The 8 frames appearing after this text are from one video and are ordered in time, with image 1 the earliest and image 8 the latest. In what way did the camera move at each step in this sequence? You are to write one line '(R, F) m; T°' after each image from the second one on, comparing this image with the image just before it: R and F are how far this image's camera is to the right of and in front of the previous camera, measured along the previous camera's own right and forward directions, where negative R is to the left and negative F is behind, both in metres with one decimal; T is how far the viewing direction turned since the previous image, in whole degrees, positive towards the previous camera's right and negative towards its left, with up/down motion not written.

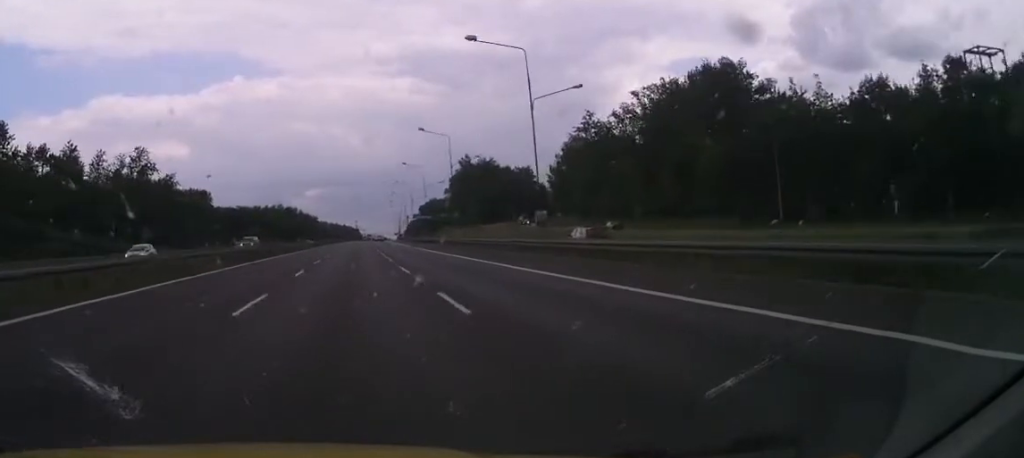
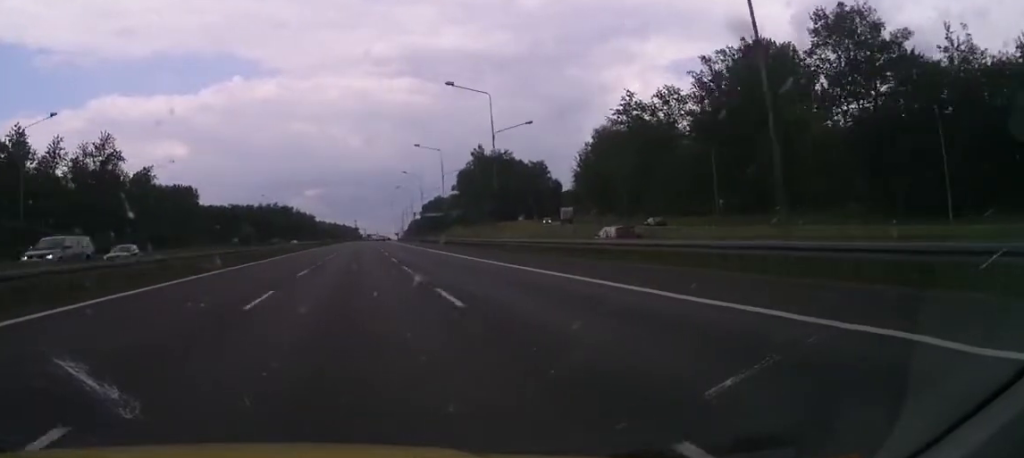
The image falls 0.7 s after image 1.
(+0.3, +23.1) m; +1°
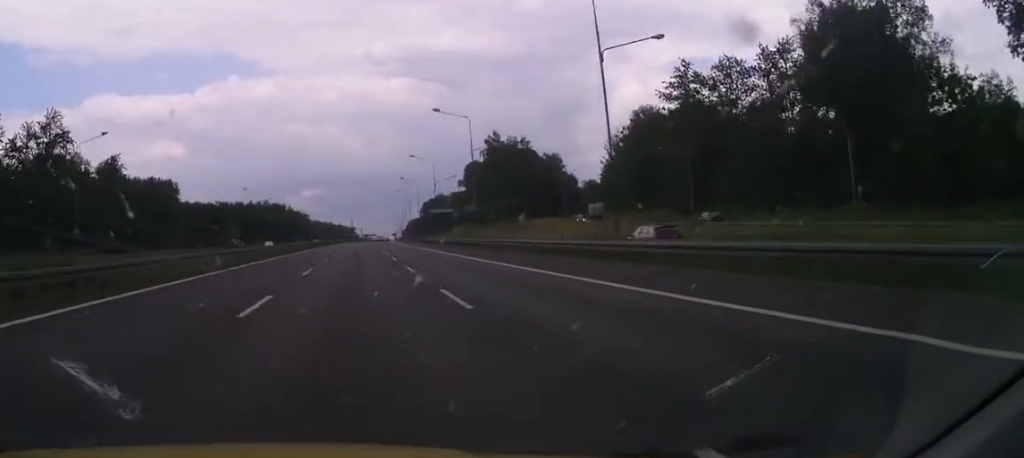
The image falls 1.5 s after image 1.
(+0.2, +24.2) m; +1°
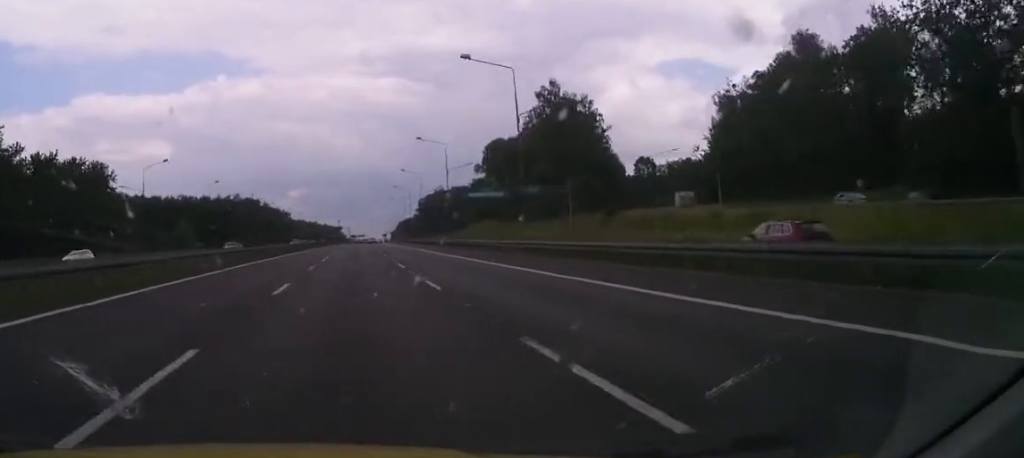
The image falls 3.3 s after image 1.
(+0.9, +55.5) m; +1°
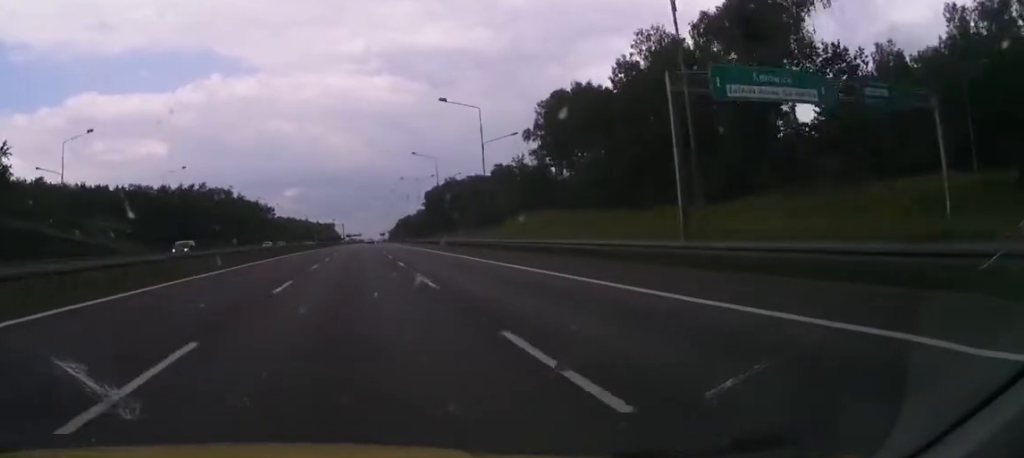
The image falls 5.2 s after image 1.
(-0.9, +59.2) m; -1°
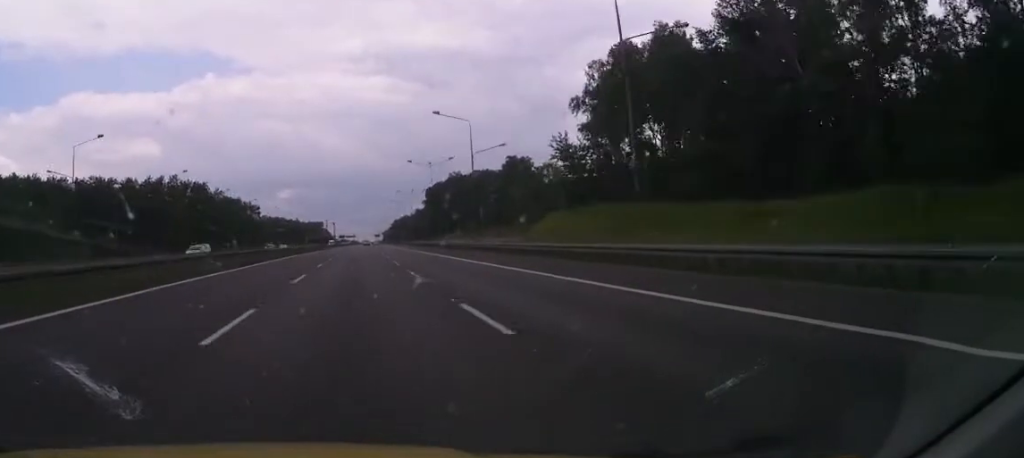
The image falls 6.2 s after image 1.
(+0.6, +32.1) m; +1°
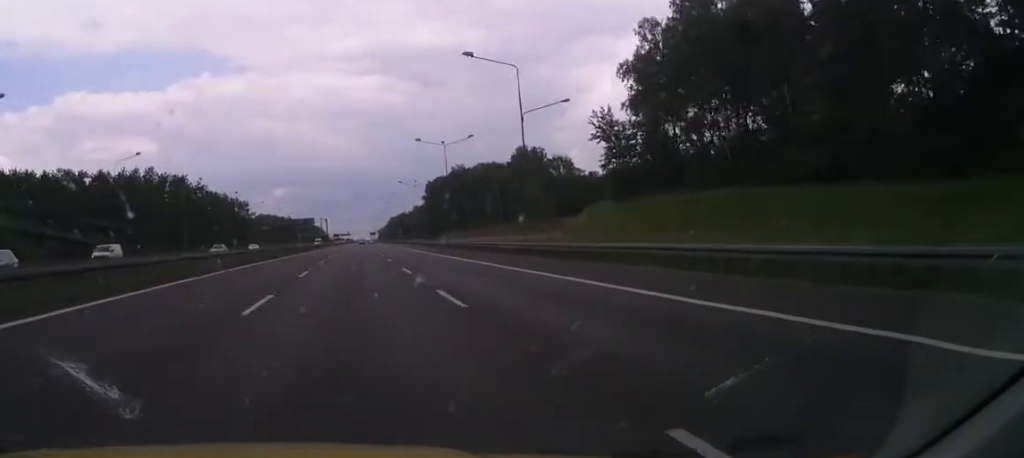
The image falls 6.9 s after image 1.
(-0.1, +20.6) m; 0°
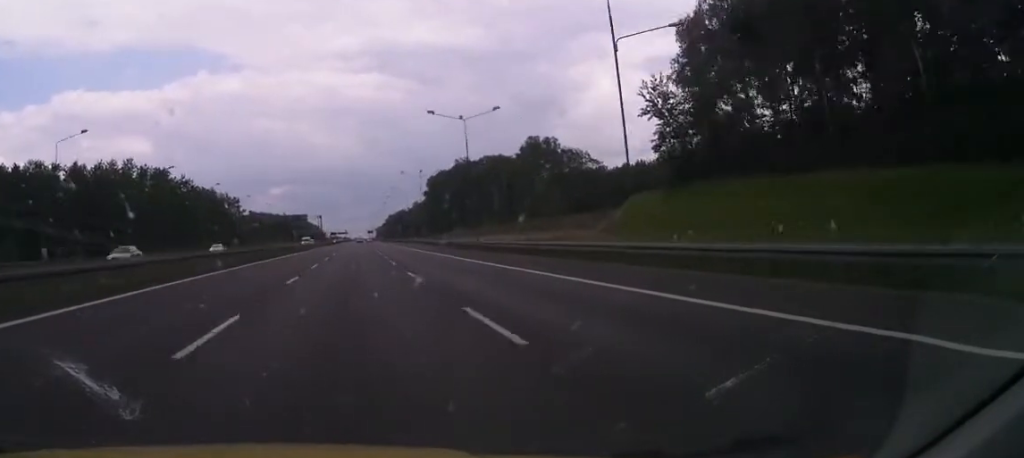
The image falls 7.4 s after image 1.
(0.0, +16.4) m; 0°
